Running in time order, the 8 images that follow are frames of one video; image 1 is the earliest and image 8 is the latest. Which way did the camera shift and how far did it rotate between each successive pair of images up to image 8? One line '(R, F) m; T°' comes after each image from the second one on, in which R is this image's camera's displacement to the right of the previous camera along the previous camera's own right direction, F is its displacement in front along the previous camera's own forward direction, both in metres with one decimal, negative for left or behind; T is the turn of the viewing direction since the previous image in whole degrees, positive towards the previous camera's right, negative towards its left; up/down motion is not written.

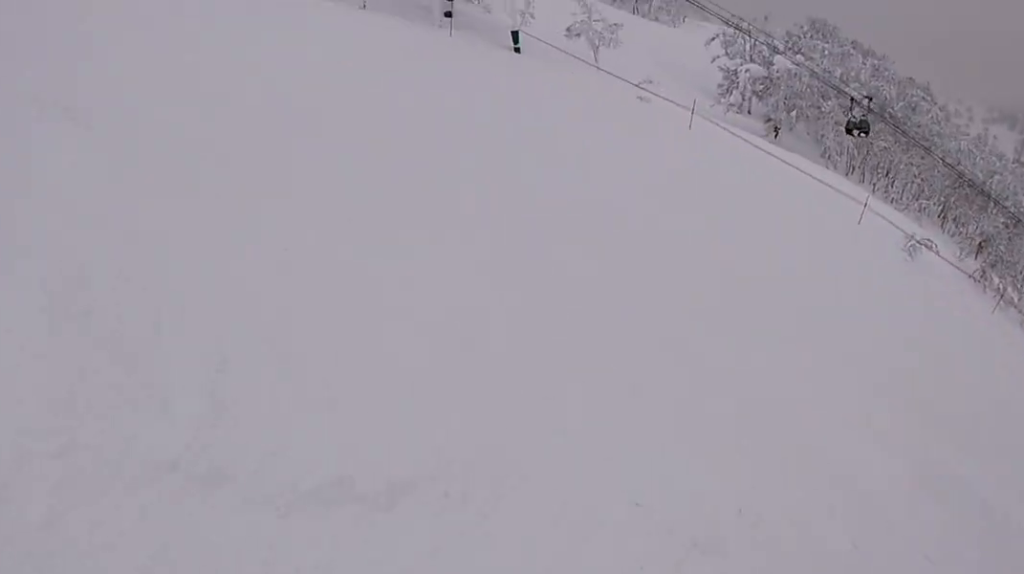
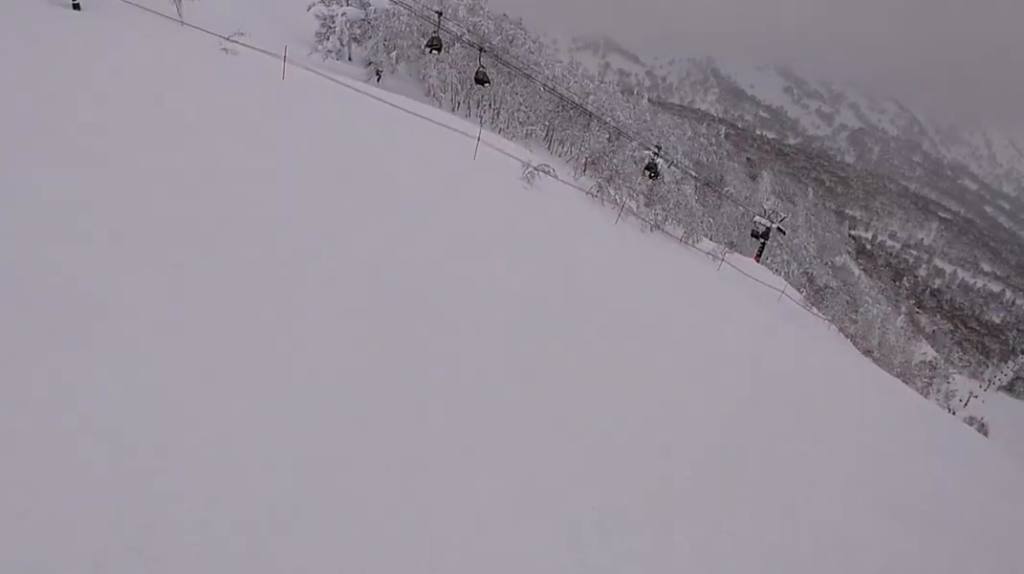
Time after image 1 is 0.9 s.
(-0.6, +3.7) m; -16°
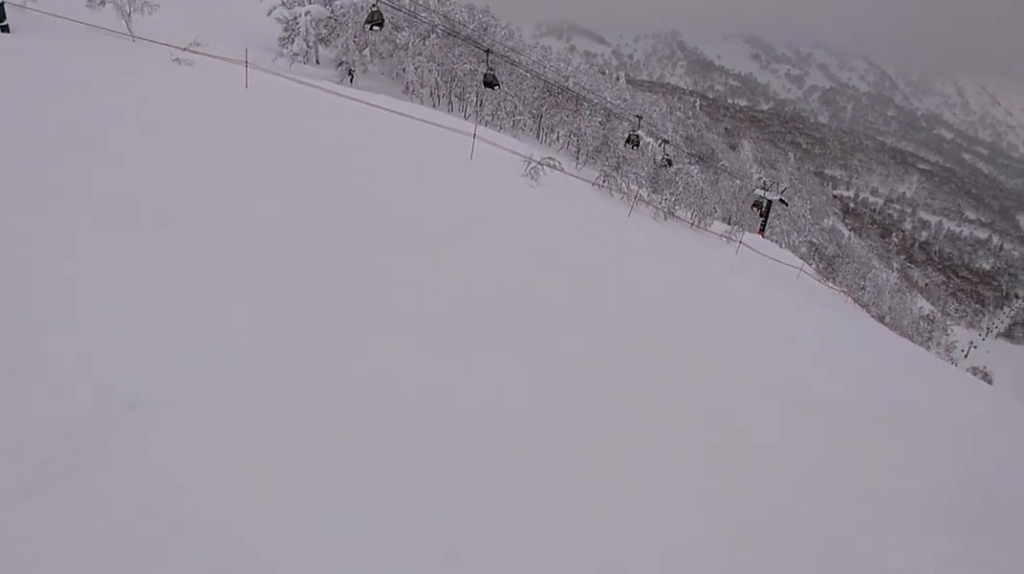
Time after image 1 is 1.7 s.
(-0.5, +3.8) m; -8°
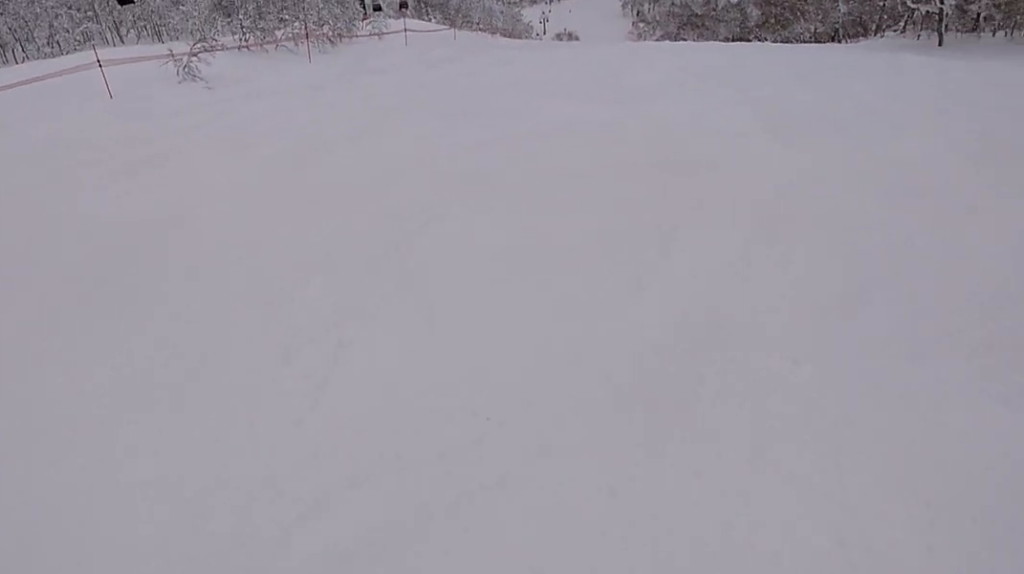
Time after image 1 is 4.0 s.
(+1.4, +10.2) m; +32°
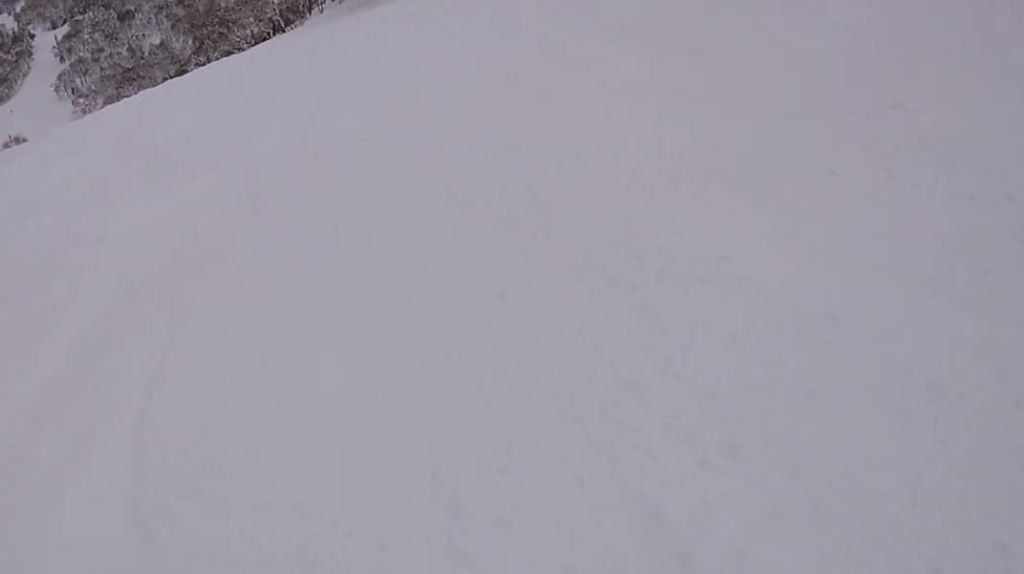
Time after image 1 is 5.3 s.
(+1.1, +3.3) m; +40°
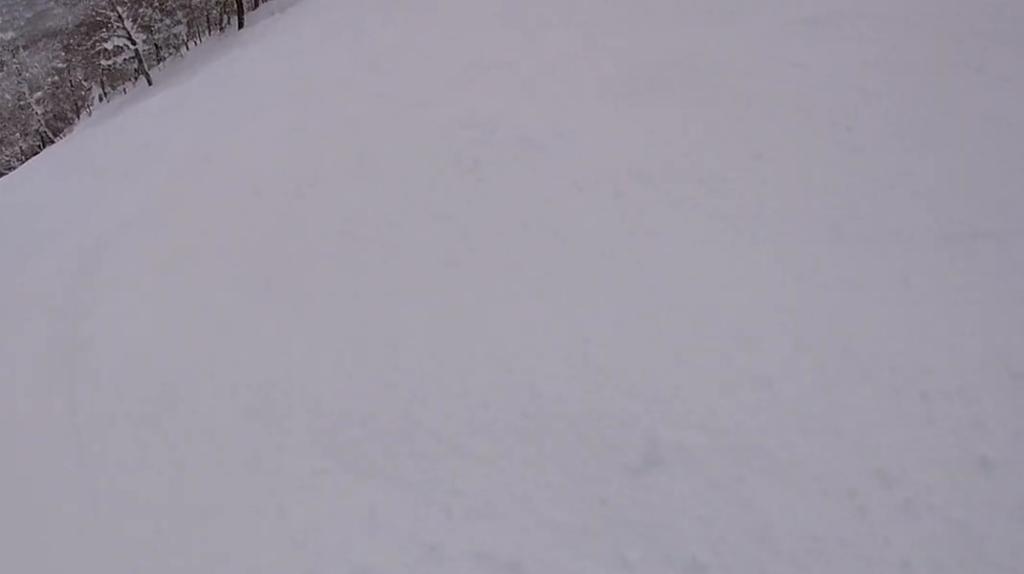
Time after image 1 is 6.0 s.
(+0.5, +2.3) m; +21°
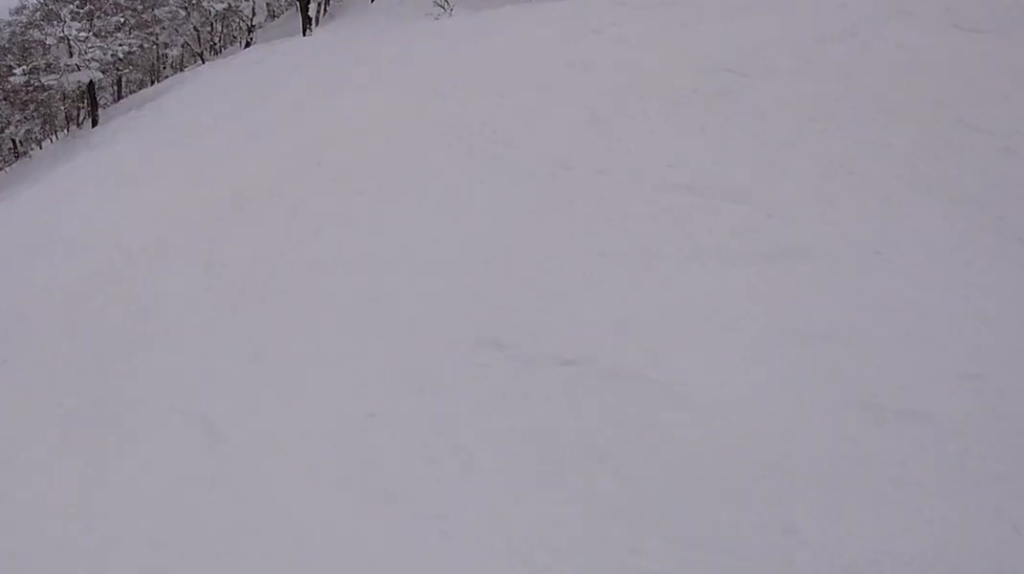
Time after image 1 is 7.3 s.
(+1.1, +4.8) m; +22°
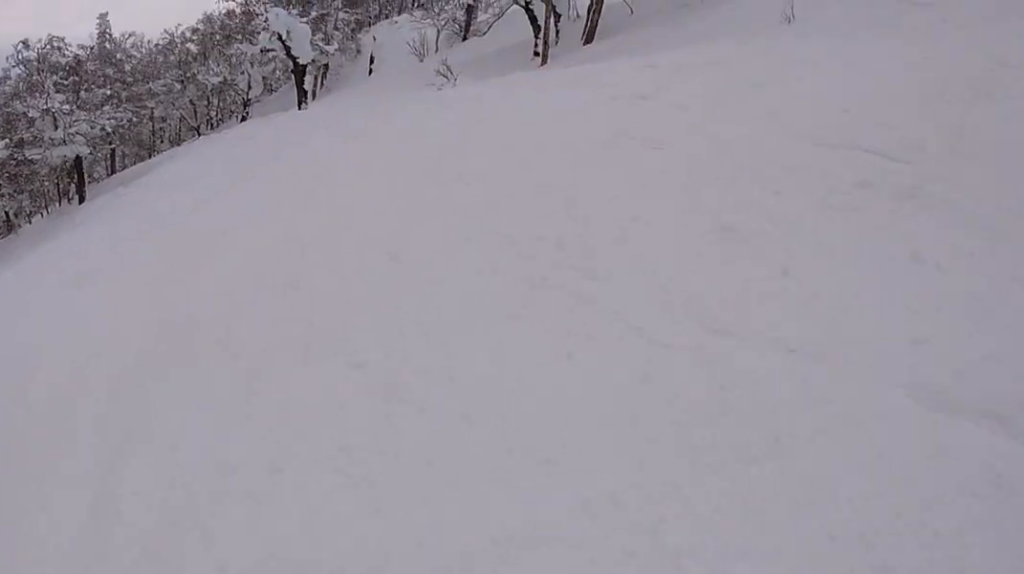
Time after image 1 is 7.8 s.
(+0.1, +2.3) m; +7°
